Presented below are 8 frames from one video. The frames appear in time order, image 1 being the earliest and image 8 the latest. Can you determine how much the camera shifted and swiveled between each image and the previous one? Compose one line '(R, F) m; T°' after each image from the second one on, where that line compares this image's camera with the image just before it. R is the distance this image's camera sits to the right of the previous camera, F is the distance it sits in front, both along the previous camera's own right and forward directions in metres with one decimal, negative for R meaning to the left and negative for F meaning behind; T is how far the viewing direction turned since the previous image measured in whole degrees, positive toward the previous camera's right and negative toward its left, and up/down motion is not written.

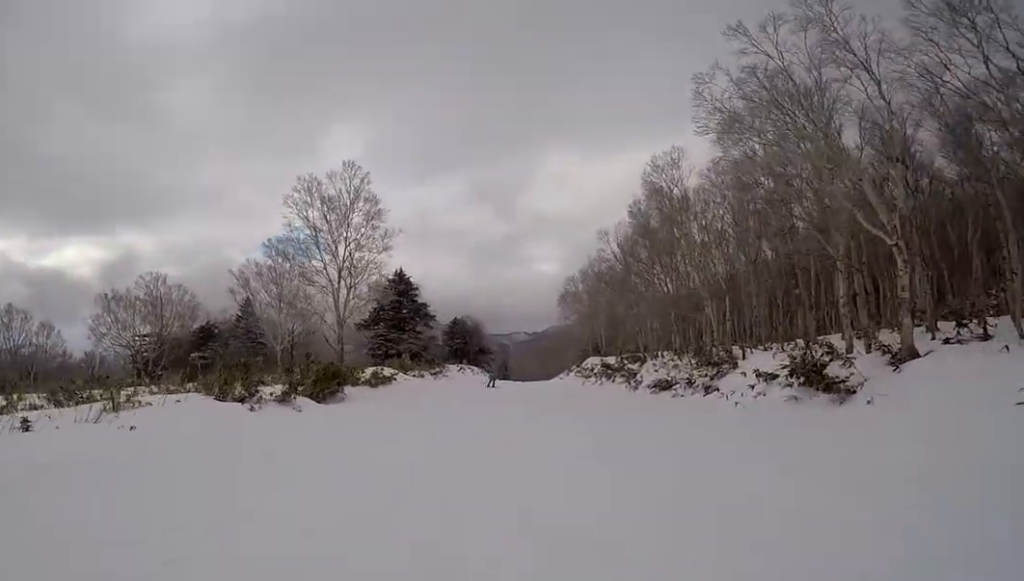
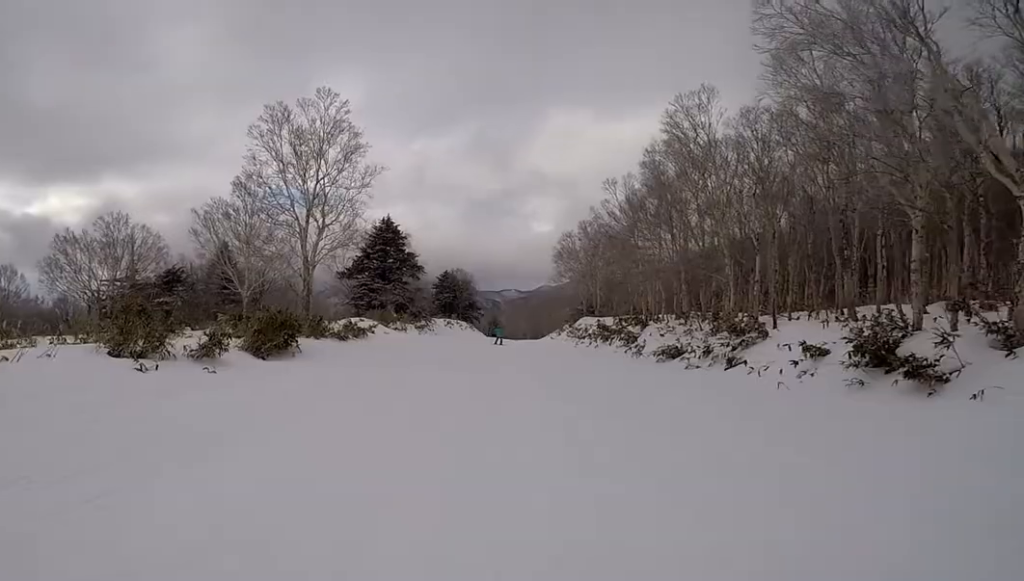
(0.0, +3.3) m; -8°
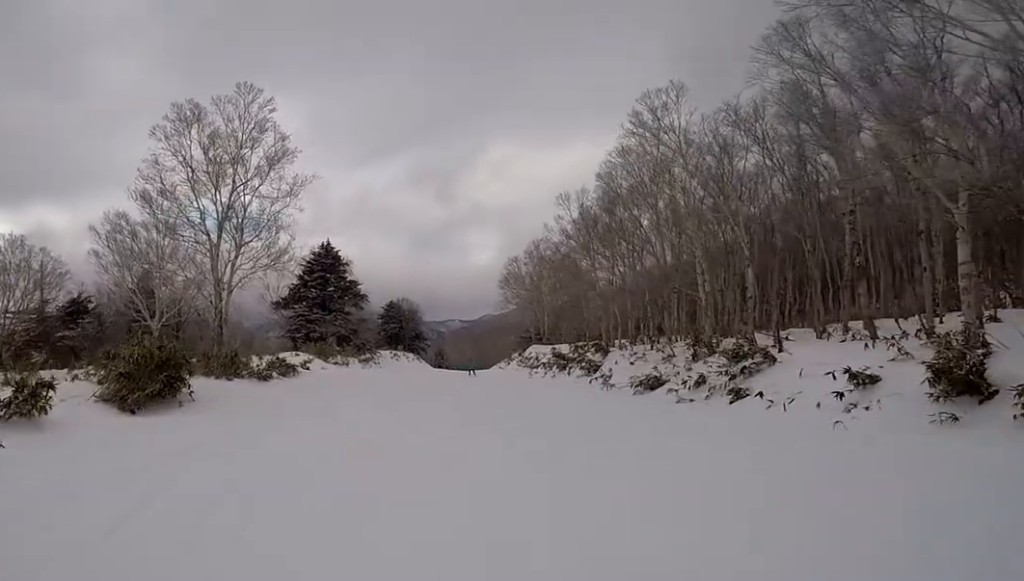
(-0.5, +3.6) m; -1°
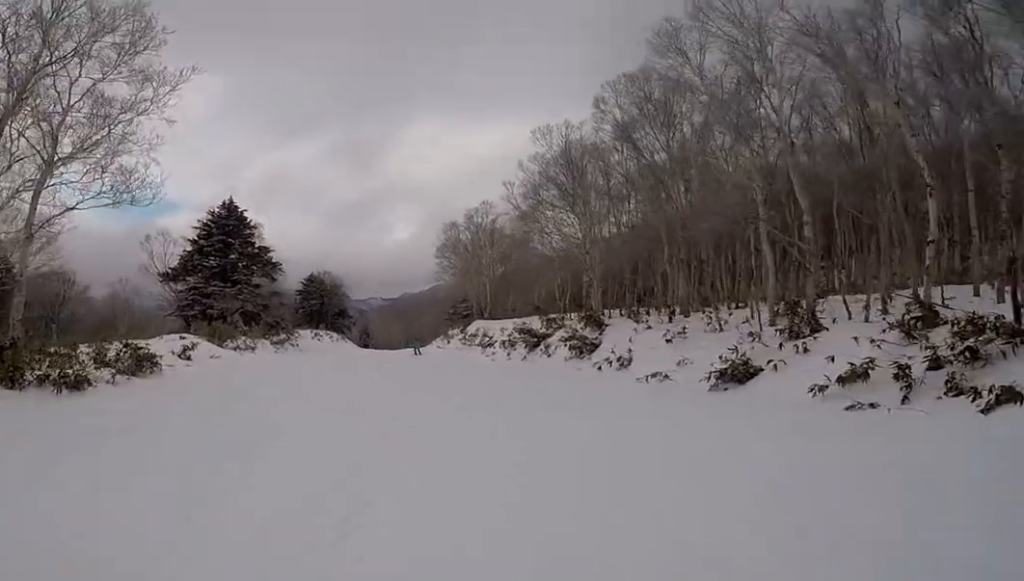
(+0.2, +8.0) m; +11°
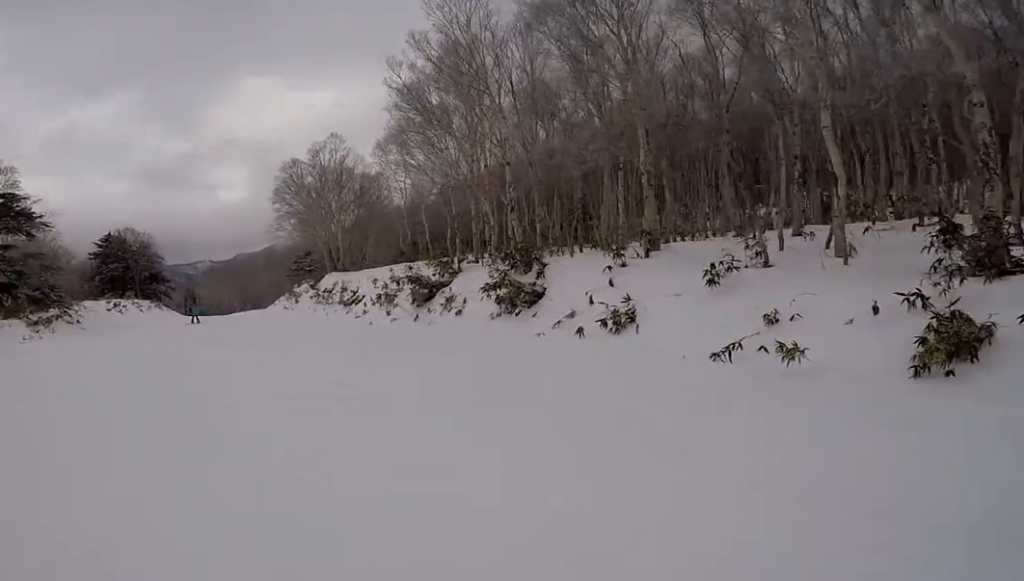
(+1.3, +8.3) m; +5°
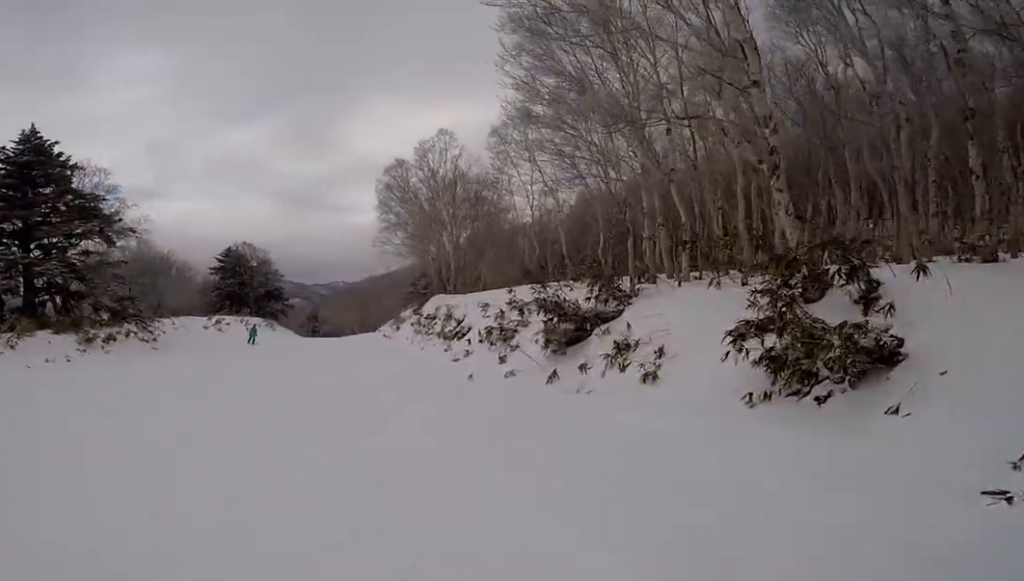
(-1.0, +6.9) m; -12°
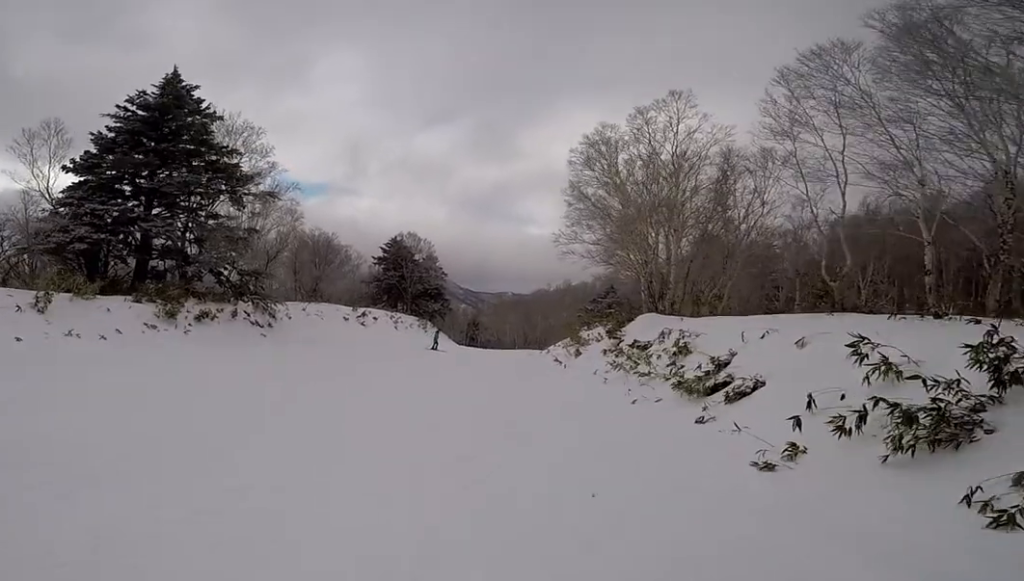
(-0.6, +8.4) m; -15°
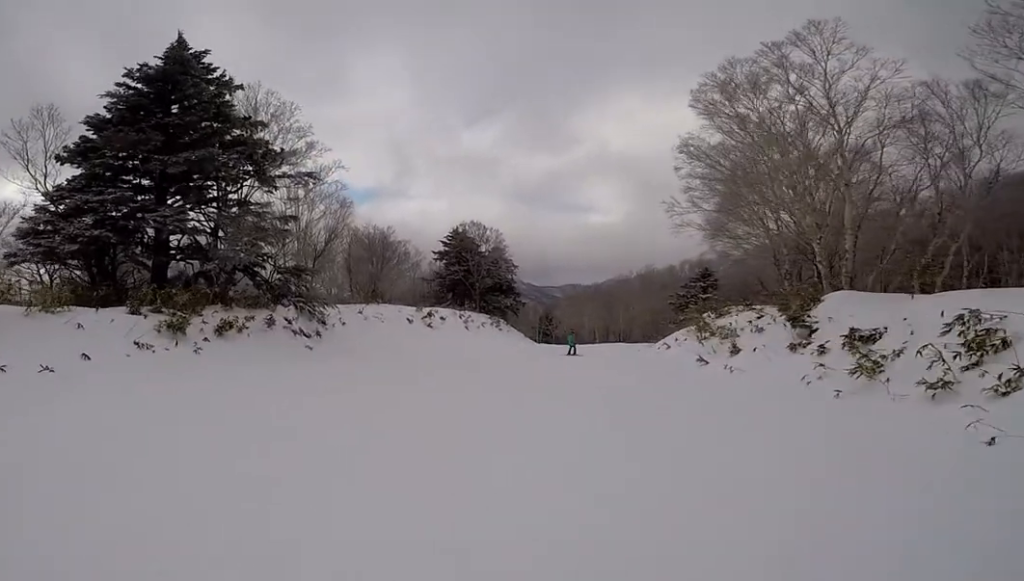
(-0.8, +4.7) m; -2°
